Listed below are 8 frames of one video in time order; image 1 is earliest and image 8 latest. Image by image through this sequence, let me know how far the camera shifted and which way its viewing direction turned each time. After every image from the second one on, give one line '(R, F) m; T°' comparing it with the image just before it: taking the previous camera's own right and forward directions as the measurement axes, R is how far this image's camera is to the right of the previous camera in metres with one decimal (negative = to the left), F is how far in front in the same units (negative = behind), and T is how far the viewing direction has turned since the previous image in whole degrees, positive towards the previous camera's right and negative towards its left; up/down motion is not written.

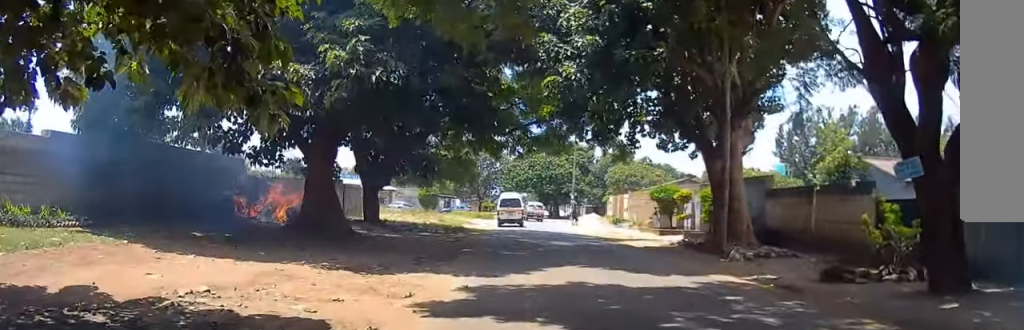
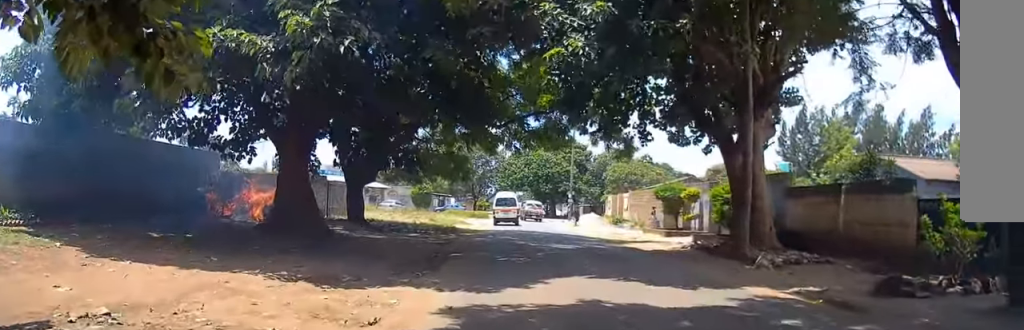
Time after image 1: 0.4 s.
(0.0, +2.3) m; 0°
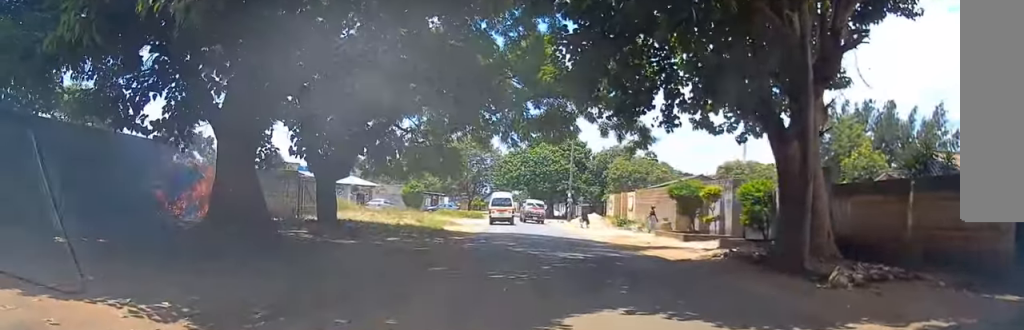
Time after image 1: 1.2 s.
(0.0, +3.9) m; 0°
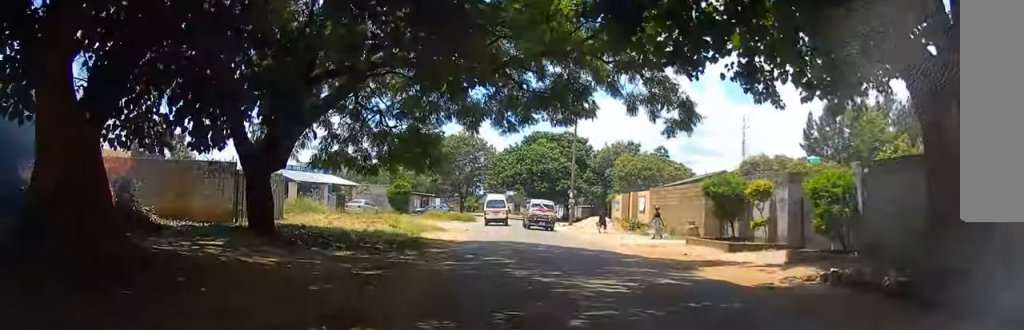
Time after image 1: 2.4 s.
(0.0, +6.2) m; +1°
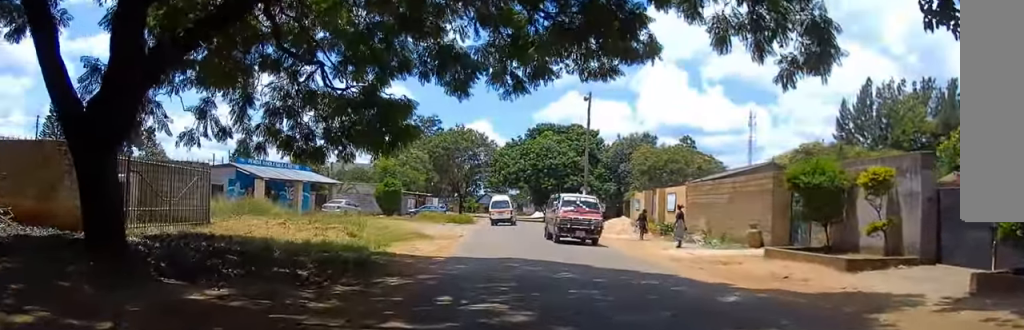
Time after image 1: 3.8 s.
(-0.1, +7.9) m; -2°
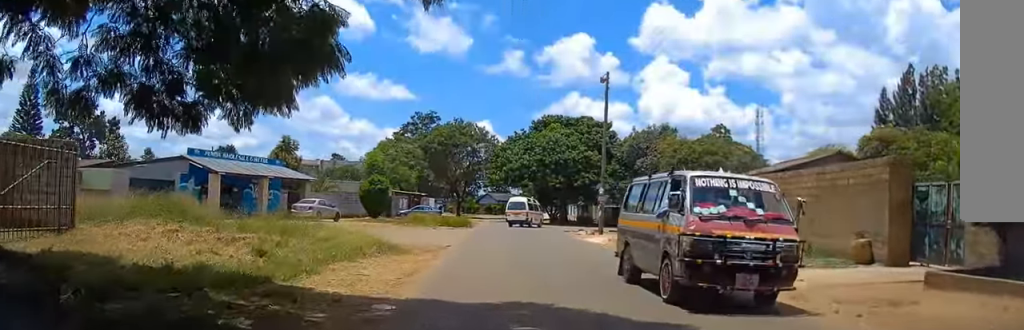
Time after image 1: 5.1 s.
(0.0, +7.8) m; 0°
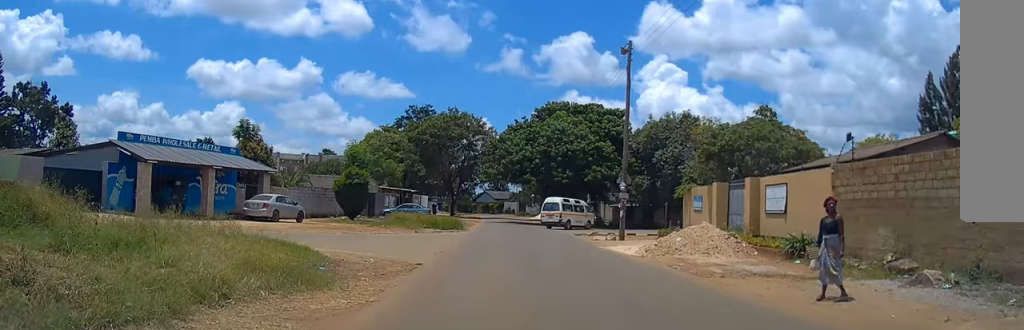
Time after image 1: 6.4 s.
(+0.1, +8.0) m; +2°
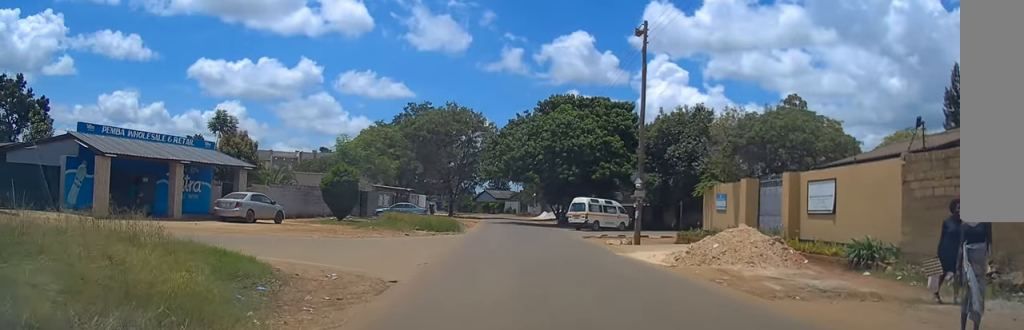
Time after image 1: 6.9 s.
(+0.1, +3.8) m; +1°
